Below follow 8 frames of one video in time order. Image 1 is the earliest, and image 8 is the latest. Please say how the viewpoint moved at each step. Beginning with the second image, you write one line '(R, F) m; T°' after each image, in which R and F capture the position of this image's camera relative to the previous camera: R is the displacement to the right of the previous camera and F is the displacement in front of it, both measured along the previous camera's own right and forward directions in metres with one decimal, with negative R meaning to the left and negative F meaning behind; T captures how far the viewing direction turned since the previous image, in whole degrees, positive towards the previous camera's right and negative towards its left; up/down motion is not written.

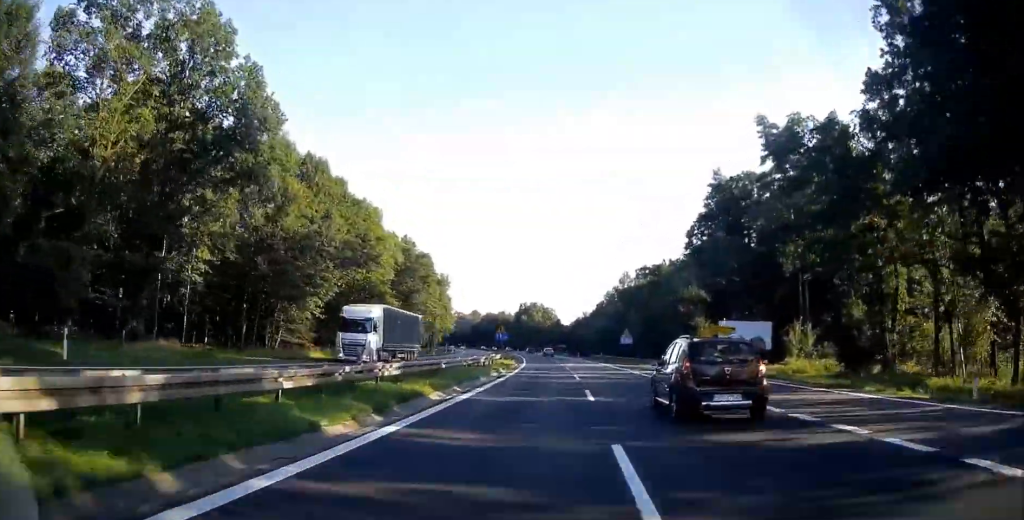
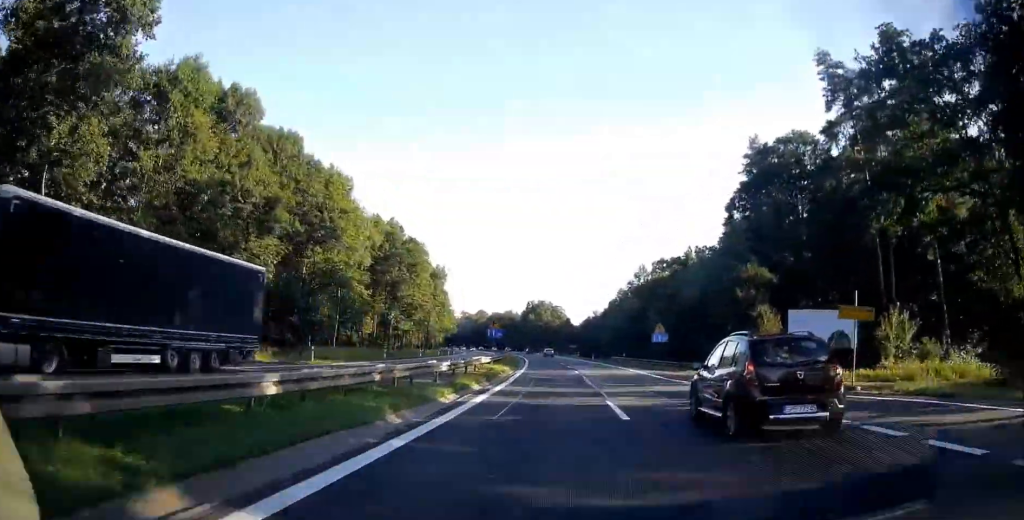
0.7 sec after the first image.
(-0.1, +15.8) m; 0°
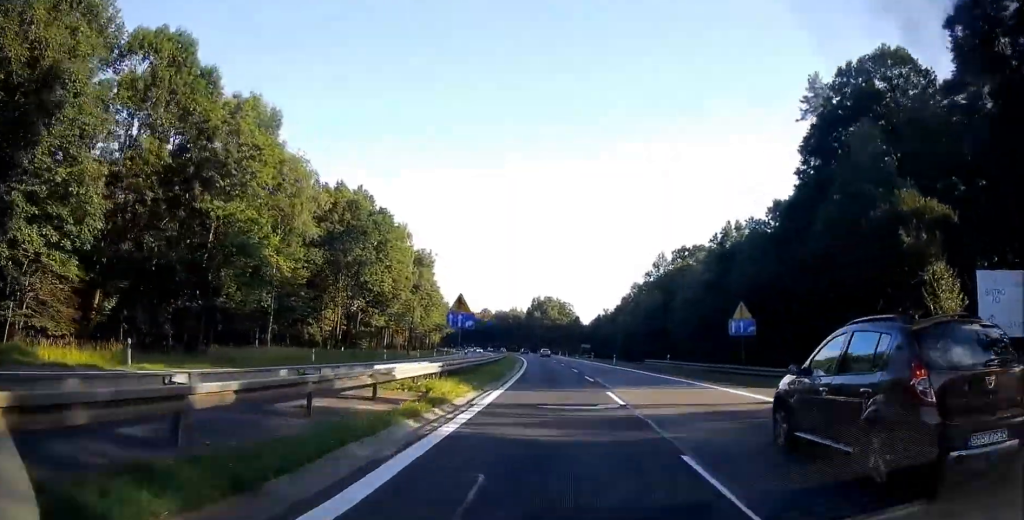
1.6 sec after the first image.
(-0.1, +20.2) m; -1°
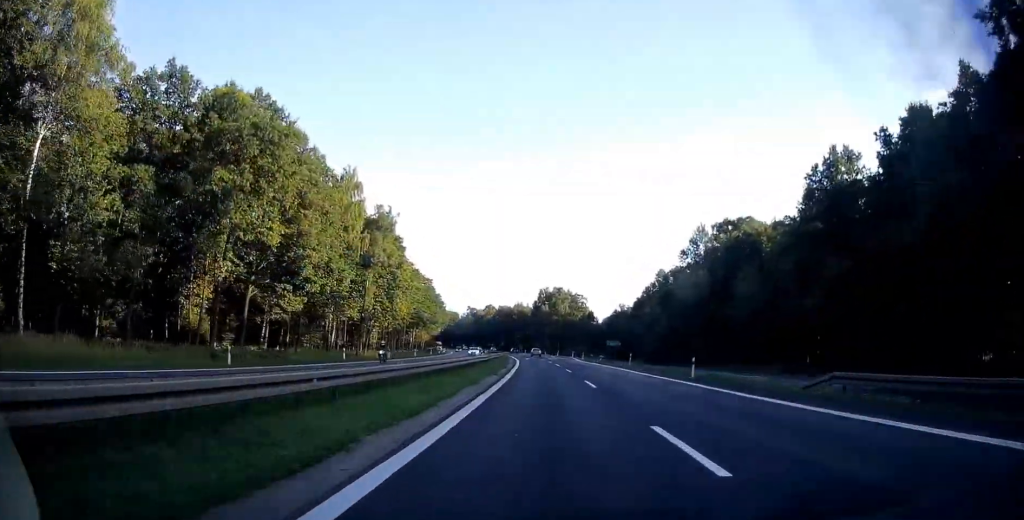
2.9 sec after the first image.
(-0.3, +31.7) m; -1°
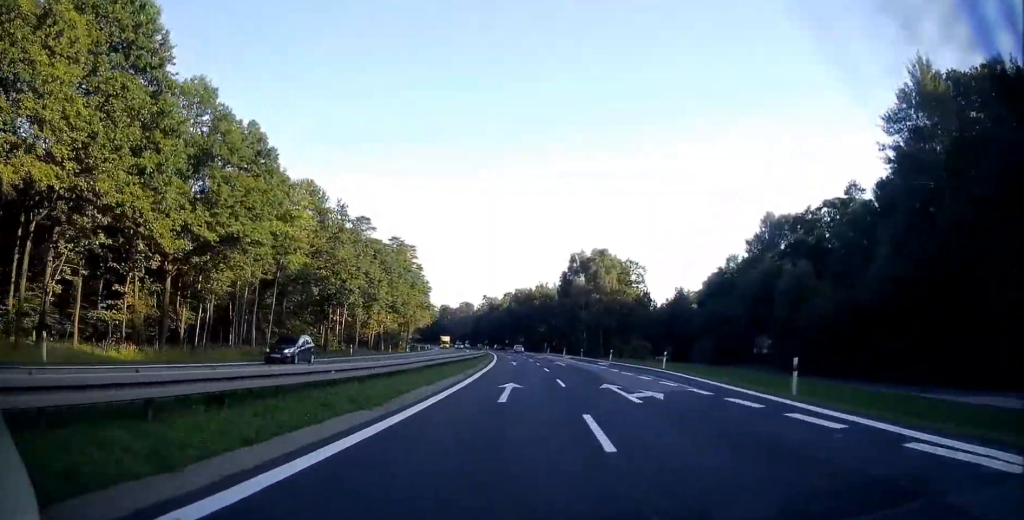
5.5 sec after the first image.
(-1.5, +68.9) m; -3°
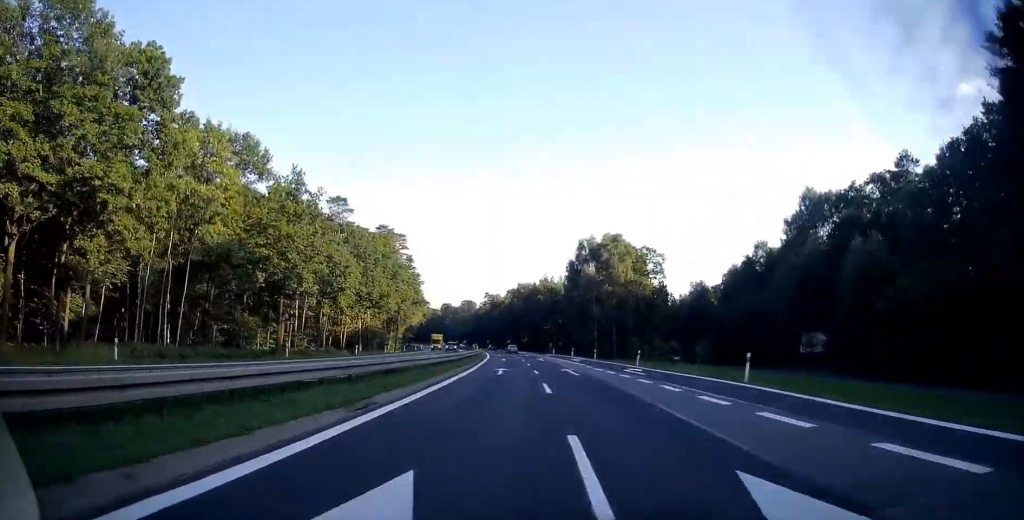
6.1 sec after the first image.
(0.0, +15.8) m; -1°
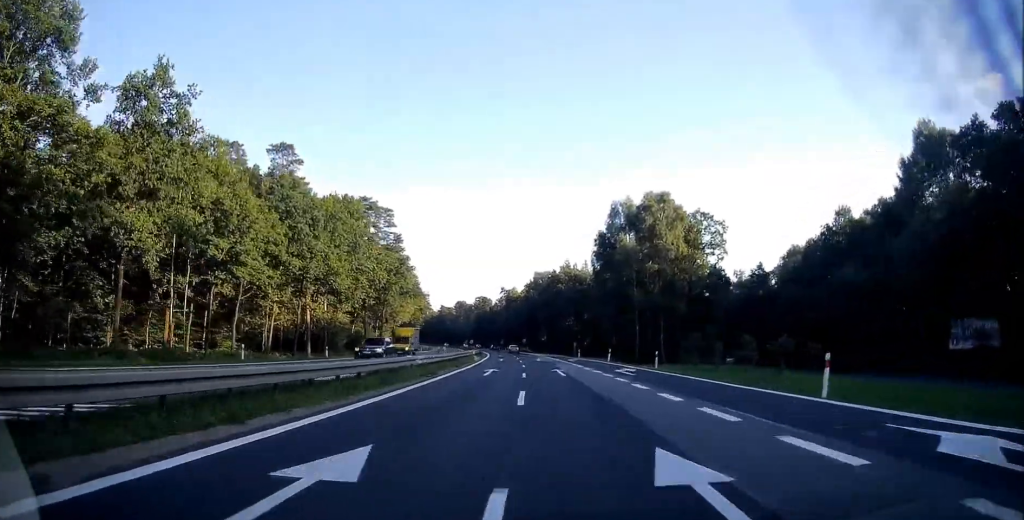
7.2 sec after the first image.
(-0.5, +28.0) m; -2°
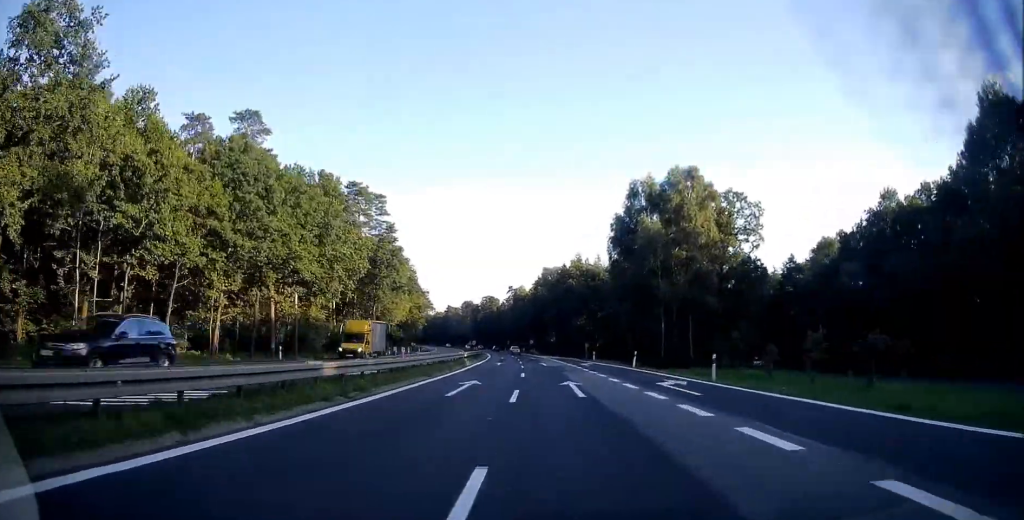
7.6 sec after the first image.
(-0.1, +11.3) m; -1°
